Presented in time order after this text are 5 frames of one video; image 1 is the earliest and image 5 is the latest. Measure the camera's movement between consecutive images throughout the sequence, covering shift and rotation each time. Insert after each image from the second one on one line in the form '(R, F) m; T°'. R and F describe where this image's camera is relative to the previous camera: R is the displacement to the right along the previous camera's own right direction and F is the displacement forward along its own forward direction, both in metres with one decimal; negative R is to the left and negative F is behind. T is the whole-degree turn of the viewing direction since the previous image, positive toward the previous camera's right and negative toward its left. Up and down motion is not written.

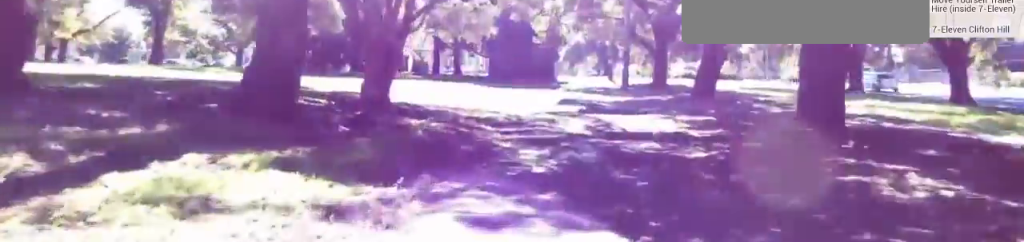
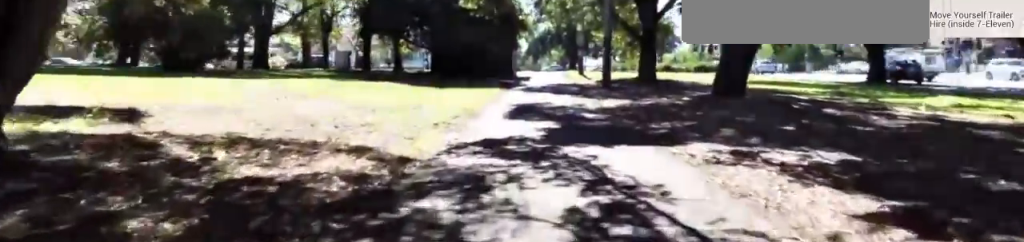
(0.0, +8.7) m; +6°
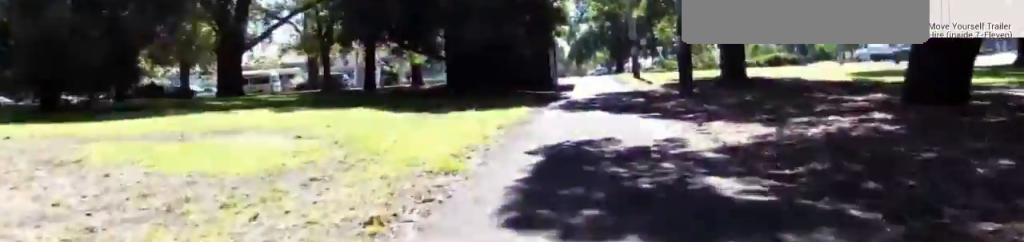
(+0.8, +7.0) m; +10°
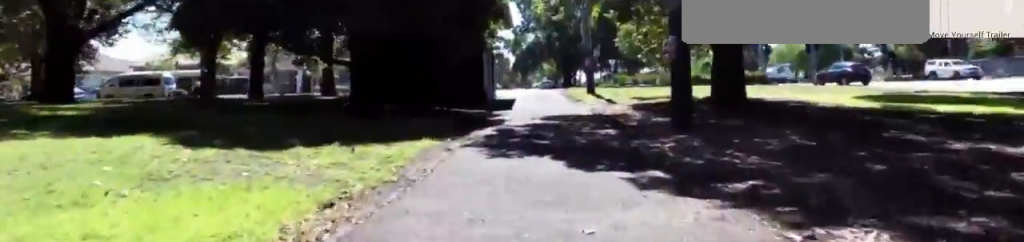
(+0.1, +6.0) m; 0°
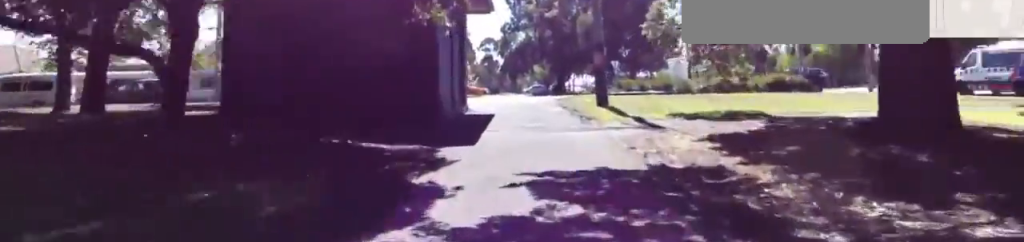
(-1.0, +8.5) m; -3°
